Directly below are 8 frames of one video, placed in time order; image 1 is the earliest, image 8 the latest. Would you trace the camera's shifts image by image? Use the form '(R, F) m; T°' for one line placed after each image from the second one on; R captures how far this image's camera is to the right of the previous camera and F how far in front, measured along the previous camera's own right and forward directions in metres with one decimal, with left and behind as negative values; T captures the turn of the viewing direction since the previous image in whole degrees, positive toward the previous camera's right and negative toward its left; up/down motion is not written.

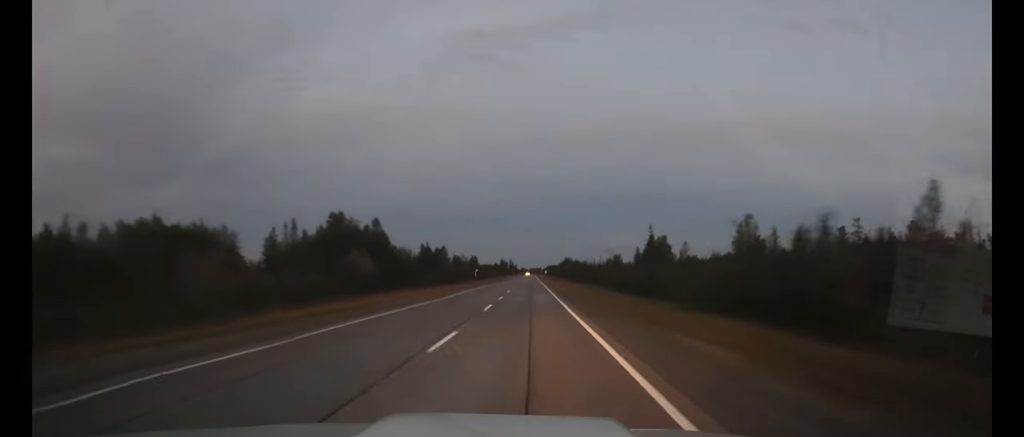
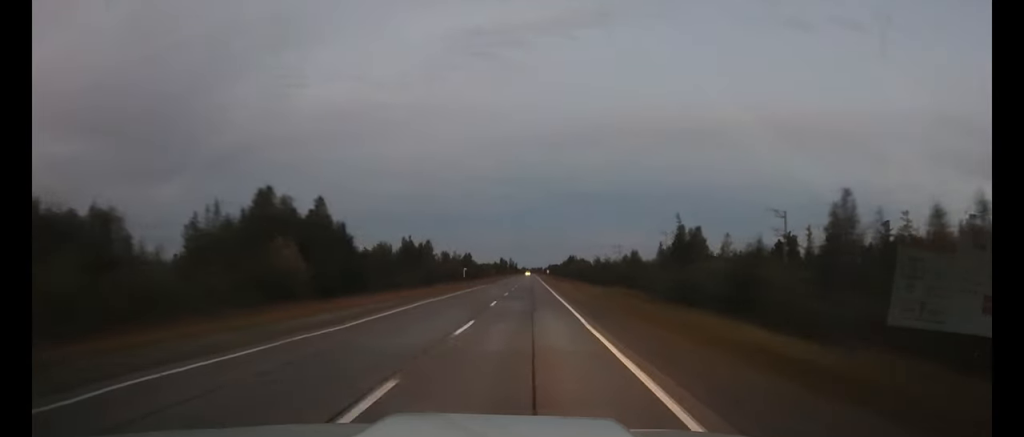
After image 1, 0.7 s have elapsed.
(0.0, +19.2) m; 0°
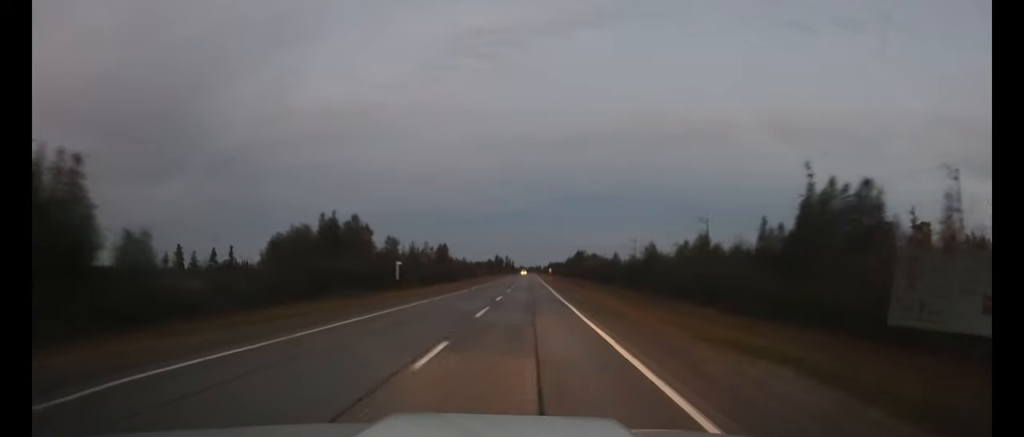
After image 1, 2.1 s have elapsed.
(-0.1, +42.1) m; 0°
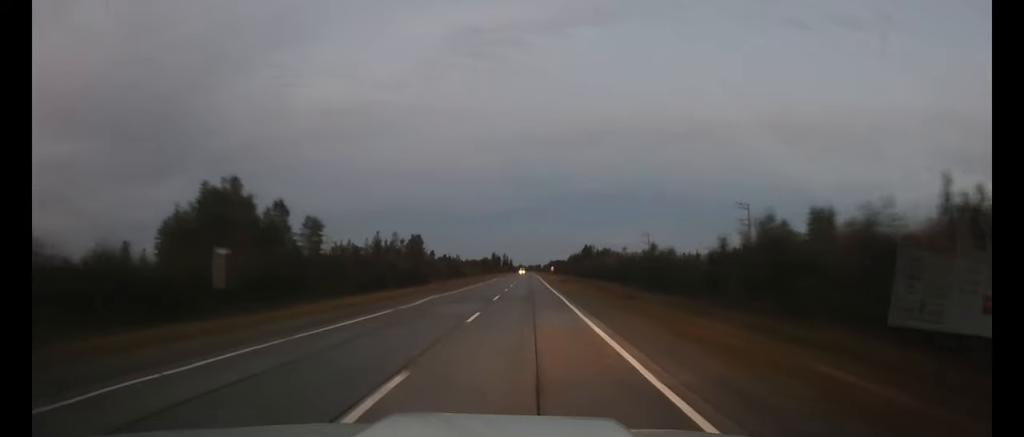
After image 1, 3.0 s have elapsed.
(0.0, +26.0) m; 0°
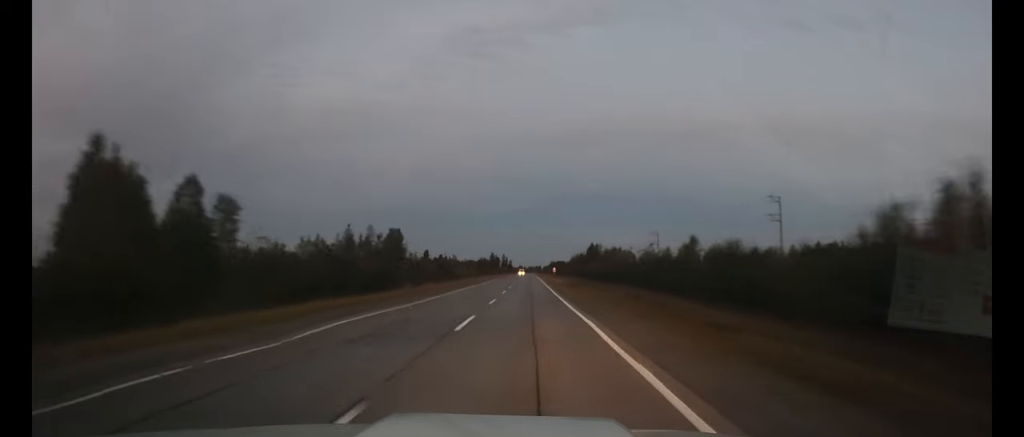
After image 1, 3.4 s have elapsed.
(0.0, +14.1) m; 0°
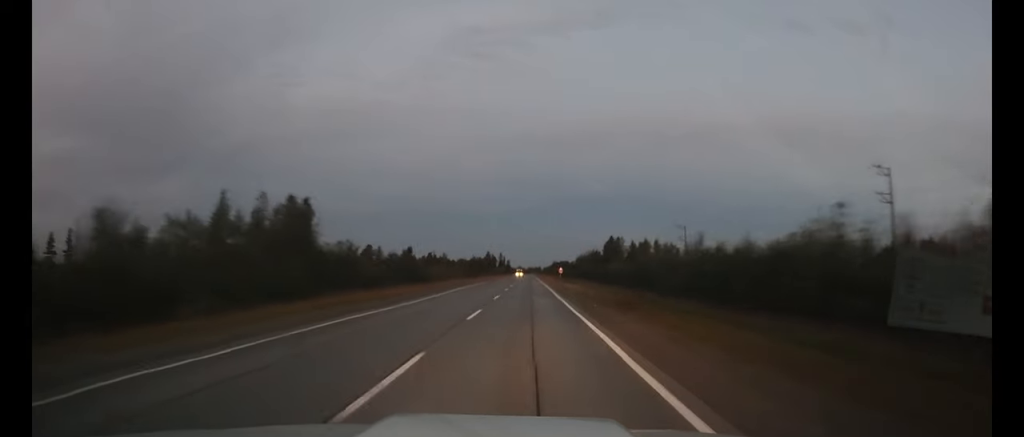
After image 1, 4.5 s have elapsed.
(0.0, +32.3) m; 0°
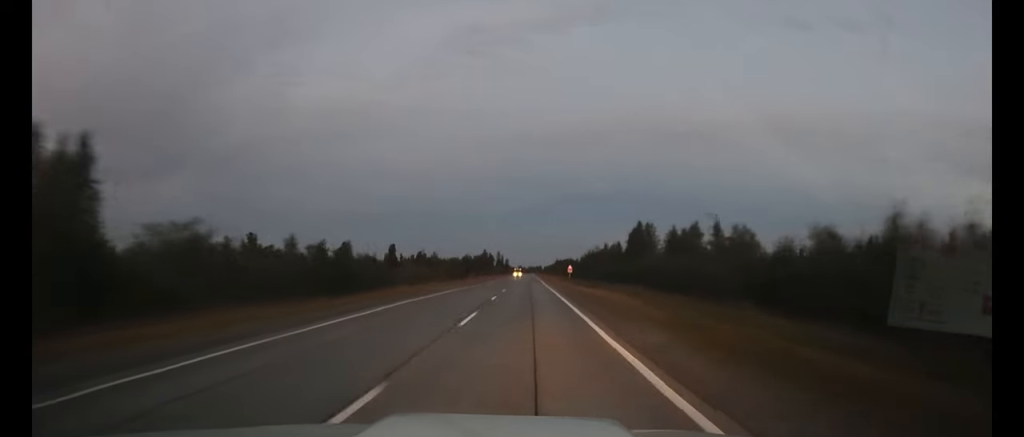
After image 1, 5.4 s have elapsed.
(0.0, +26.3) m; 0°
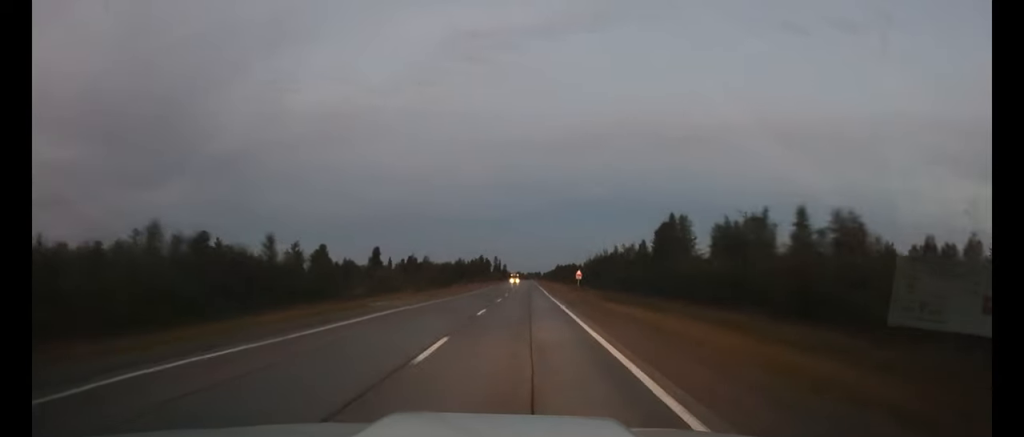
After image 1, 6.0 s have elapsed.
(0.0, +18.1) m; 0°
